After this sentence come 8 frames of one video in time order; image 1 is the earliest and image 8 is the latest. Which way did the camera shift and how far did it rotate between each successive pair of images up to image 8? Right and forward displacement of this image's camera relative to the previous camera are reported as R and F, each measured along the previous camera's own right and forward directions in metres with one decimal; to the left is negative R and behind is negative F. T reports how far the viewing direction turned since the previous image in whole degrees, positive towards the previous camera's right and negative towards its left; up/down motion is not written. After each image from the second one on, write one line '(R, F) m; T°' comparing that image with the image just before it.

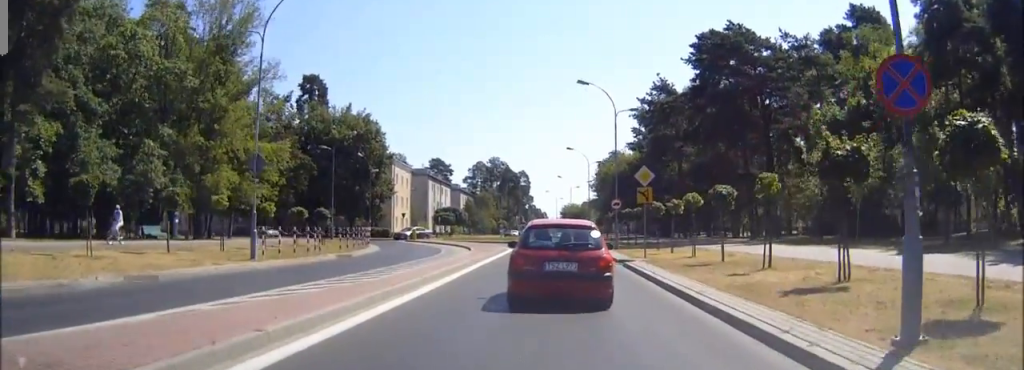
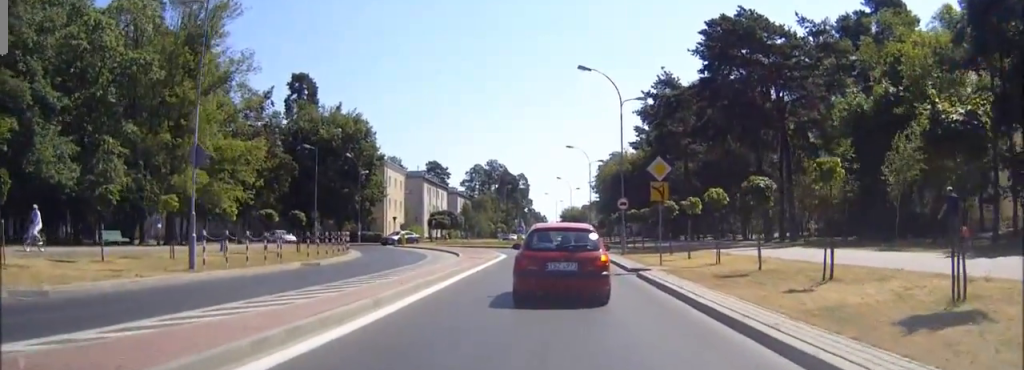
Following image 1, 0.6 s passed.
(0.0, +4.4) m; 0°
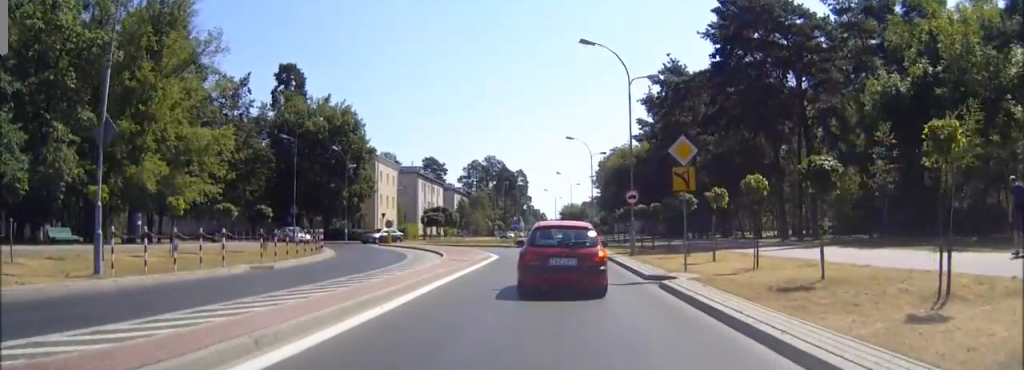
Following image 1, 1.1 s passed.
(0.0, +4.5) m; 0°
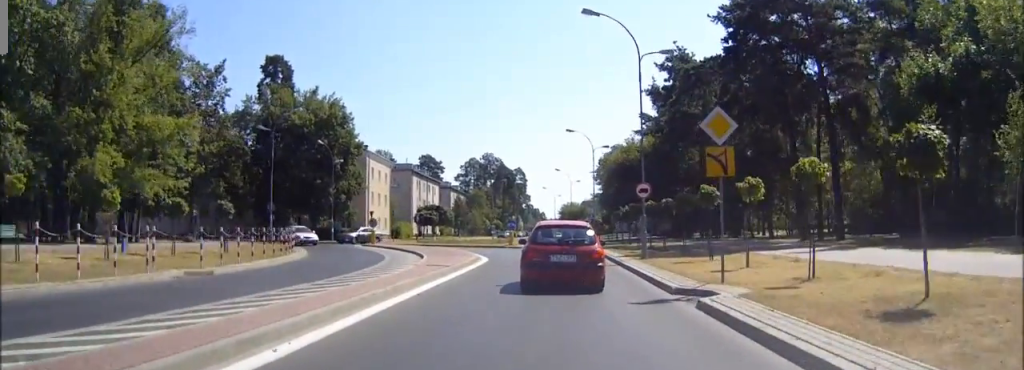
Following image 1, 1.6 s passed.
(0.0, +4.4) m; 0°
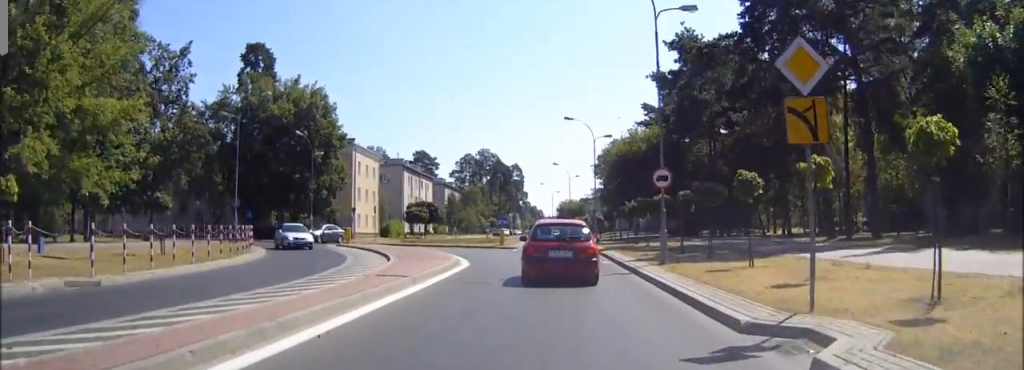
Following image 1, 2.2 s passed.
(0.0, +5.3) m; 0°
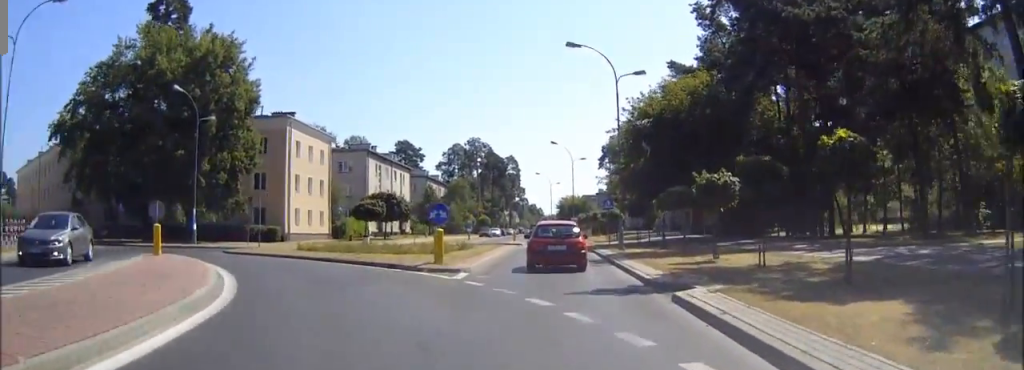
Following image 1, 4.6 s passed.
(0.0, +22.4) m; 0°
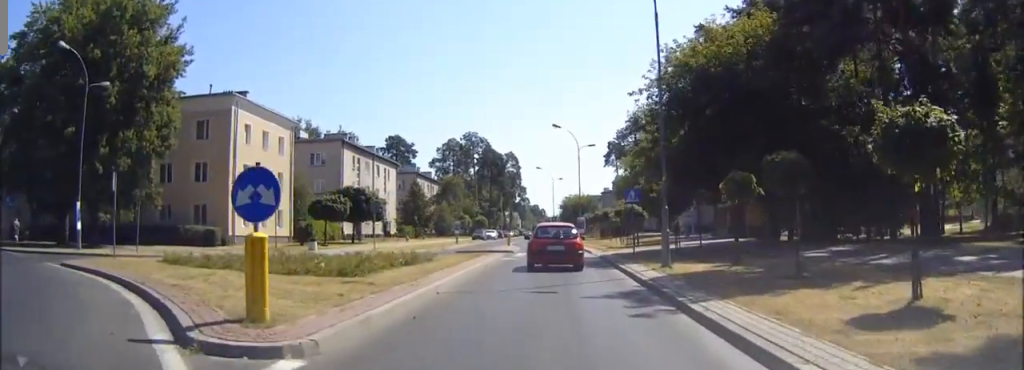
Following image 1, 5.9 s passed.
(0.0, +12.6) m; 0°
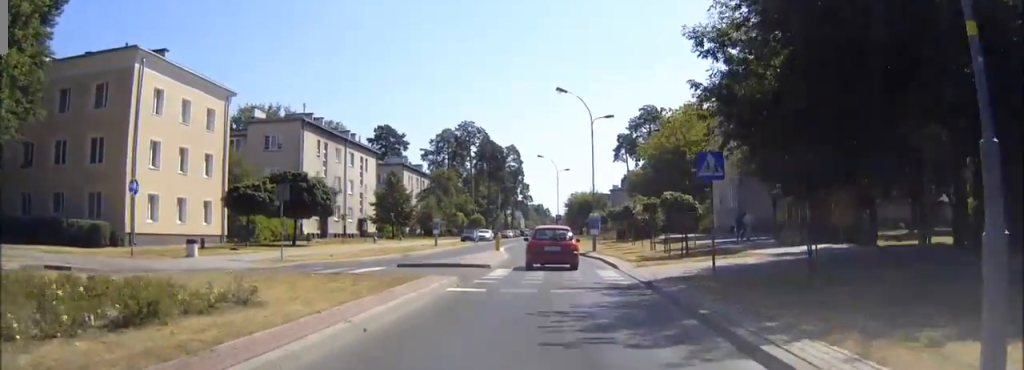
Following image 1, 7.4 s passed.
(0.0, +15.3) m; 0°
